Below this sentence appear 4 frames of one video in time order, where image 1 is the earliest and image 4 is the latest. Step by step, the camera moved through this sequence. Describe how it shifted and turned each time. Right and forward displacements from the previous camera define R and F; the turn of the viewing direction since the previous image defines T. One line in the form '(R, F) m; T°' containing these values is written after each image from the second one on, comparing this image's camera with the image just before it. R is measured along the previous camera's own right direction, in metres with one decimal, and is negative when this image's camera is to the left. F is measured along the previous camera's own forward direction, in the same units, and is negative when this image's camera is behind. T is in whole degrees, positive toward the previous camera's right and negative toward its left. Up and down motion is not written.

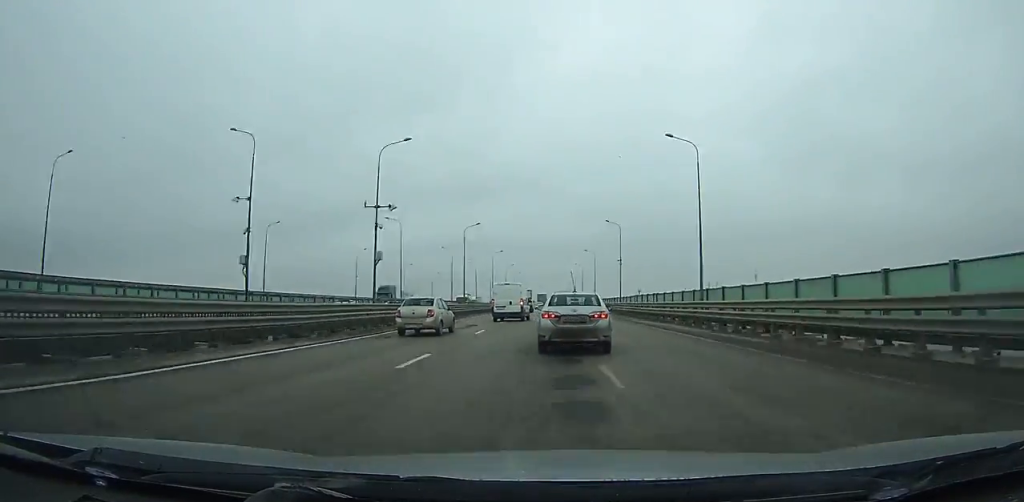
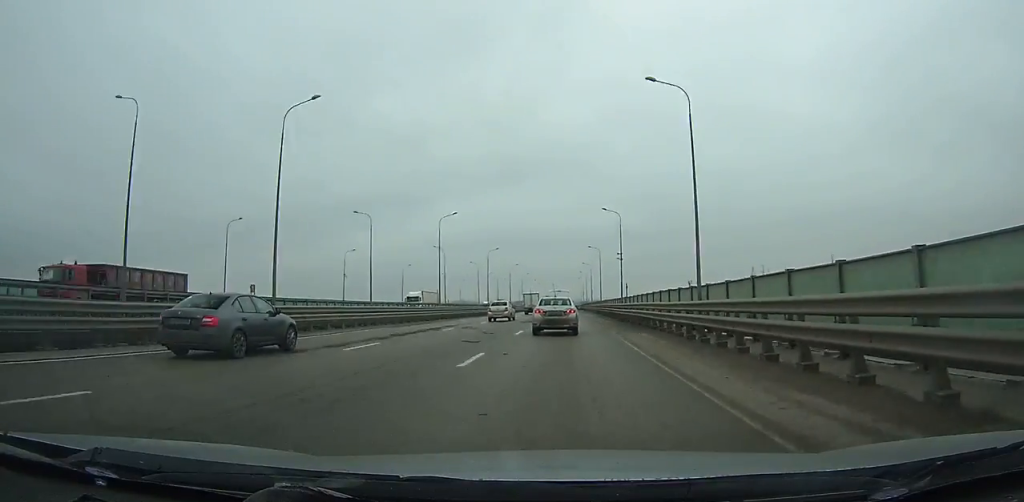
(-1.8, +116.5) m; -1°
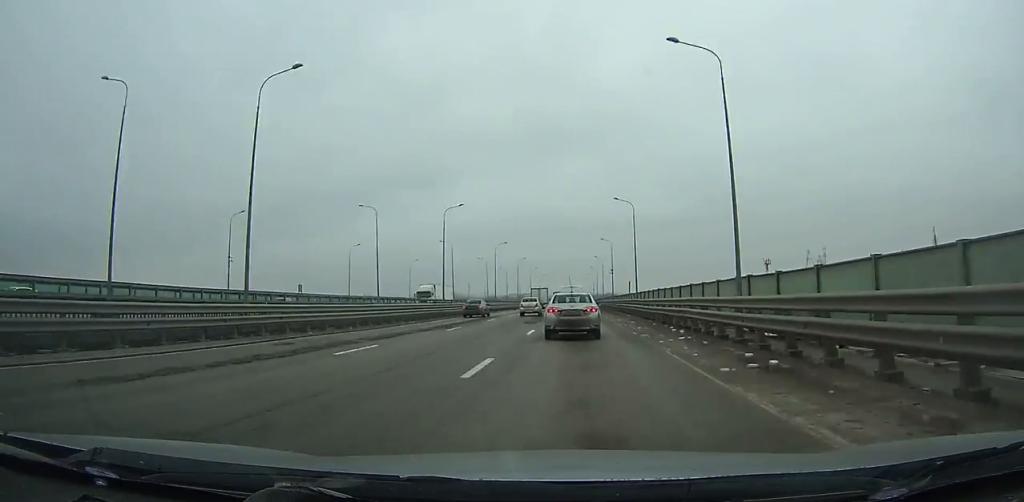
(0.0, +105.4) m; 0°
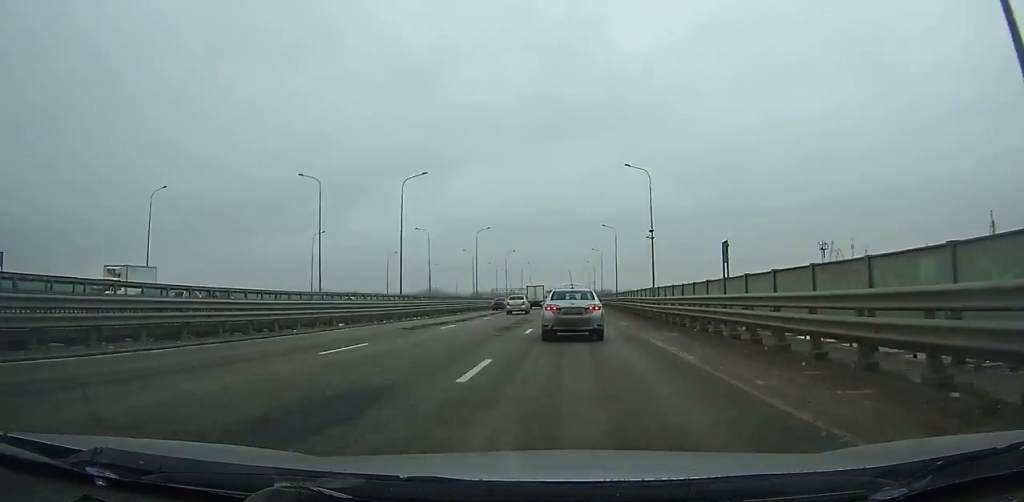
(+0.2, +47.8) m; 0°
